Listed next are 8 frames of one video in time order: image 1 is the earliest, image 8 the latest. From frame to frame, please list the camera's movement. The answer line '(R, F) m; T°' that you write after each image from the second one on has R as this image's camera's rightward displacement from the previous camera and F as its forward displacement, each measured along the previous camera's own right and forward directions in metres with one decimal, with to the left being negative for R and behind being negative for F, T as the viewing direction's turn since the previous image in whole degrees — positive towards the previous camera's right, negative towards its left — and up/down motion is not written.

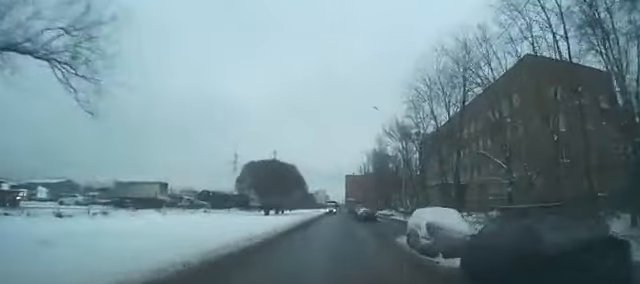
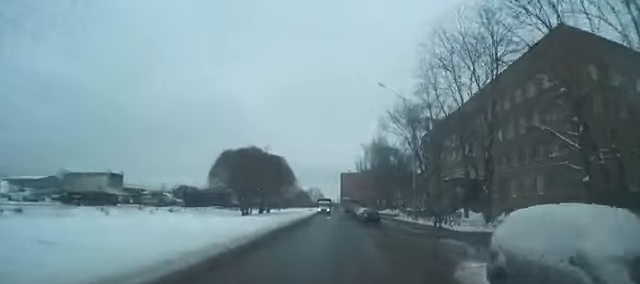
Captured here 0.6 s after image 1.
(0.0, +7.3) m; 0°
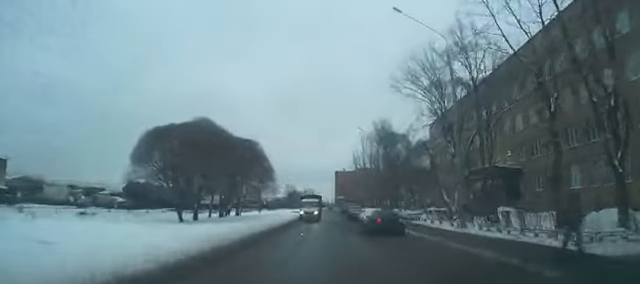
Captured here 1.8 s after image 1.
(0.0, +11.8) m; 0°
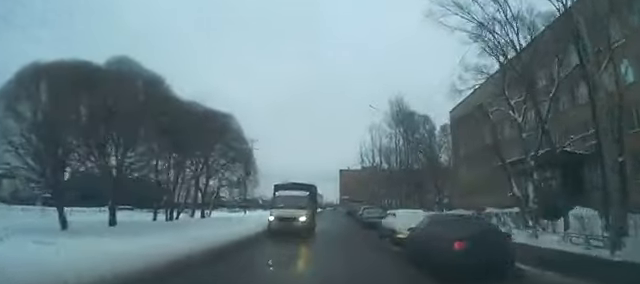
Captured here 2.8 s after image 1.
(+0.1, +10.3) m; -1°
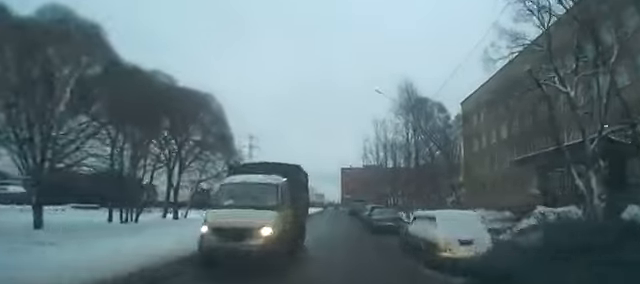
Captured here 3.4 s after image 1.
(+0.1, +4.8) m; -1°
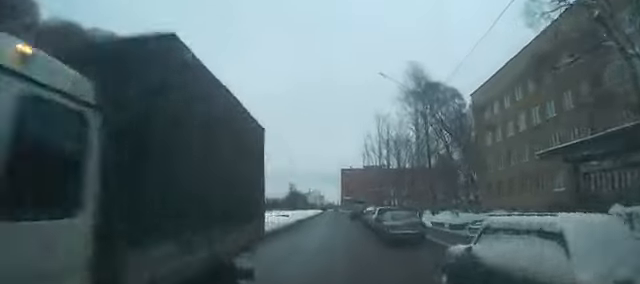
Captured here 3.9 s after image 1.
(-0.2, +5.1) m; -1°
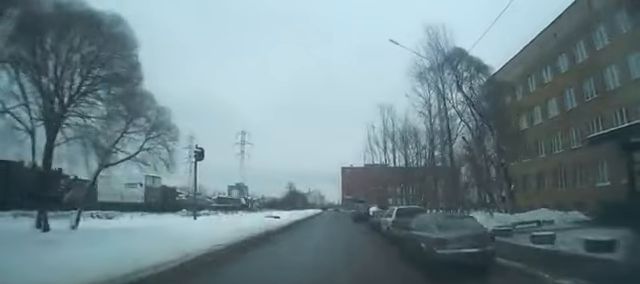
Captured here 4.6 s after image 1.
(-0.1, +6.5) m; -1°
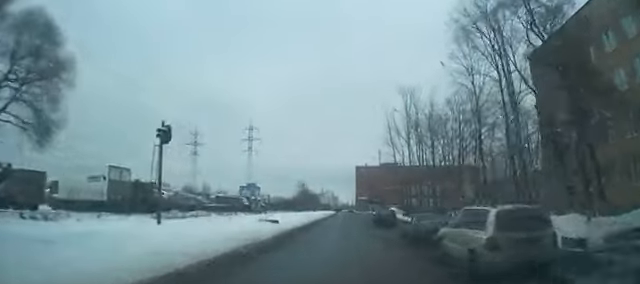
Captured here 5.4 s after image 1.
(0.0, +8.6) m; +1°
